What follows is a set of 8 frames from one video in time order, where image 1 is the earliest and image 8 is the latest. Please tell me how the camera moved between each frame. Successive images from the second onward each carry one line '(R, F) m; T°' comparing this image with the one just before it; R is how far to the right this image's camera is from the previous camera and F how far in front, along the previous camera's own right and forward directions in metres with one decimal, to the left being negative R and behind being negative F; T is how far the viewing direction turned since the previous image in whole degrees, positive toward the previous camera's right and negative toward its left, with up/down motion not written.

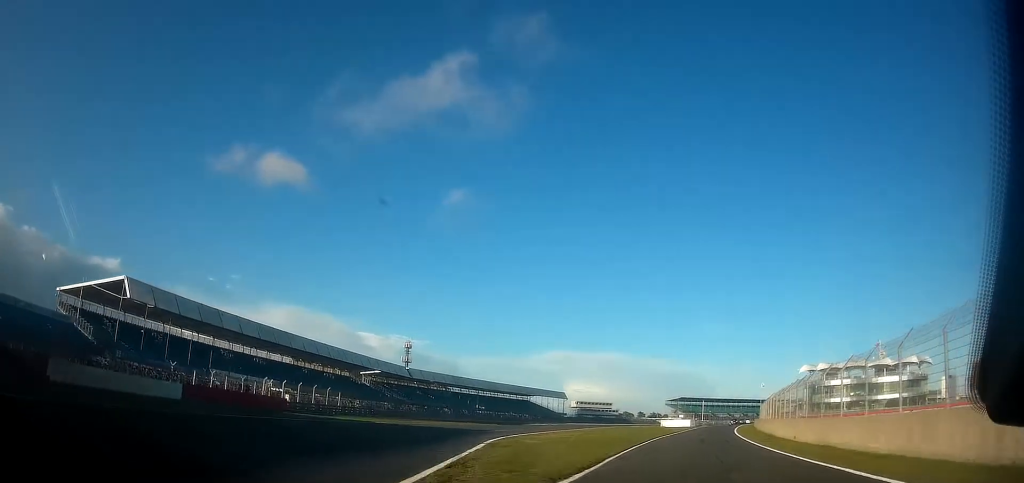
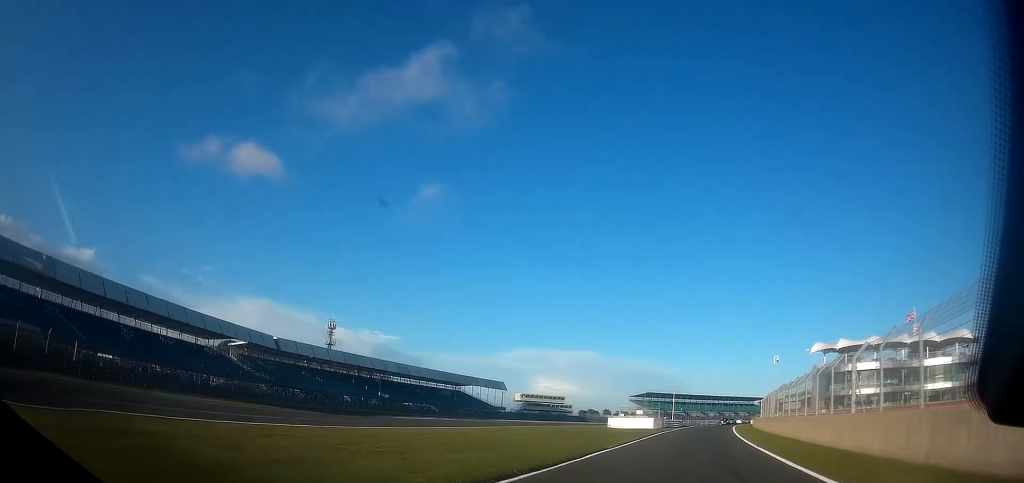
(+1.6, +39.0) m; +4°
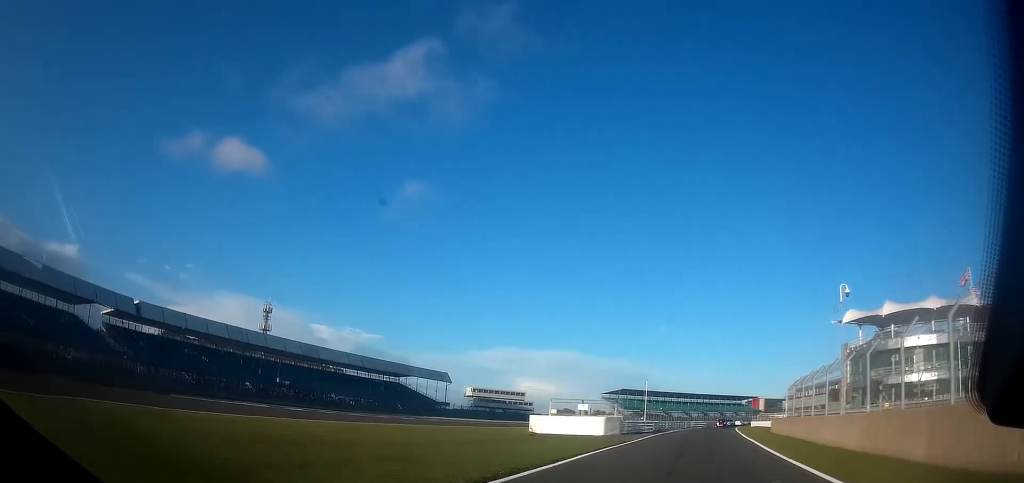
(+0.7, +29.1) m; +2°
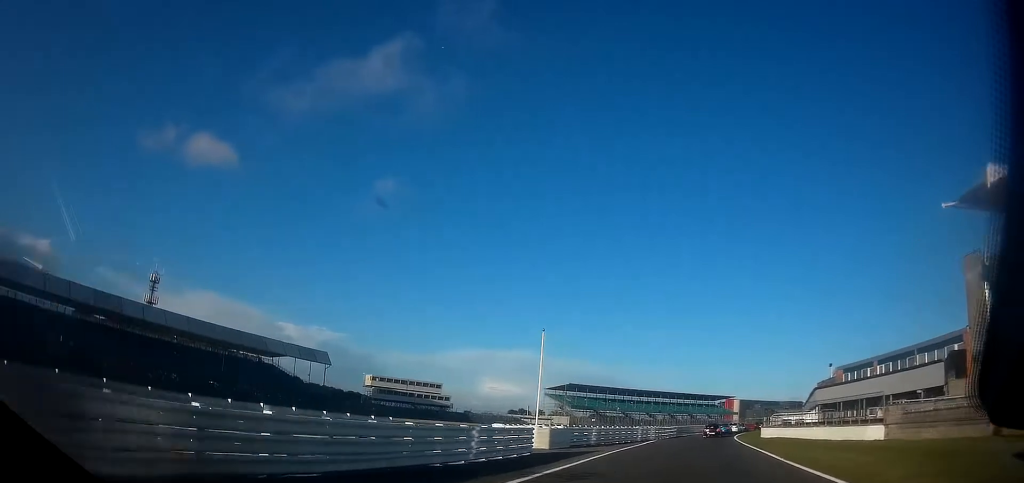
(+0.5, +37.6) m; +2°
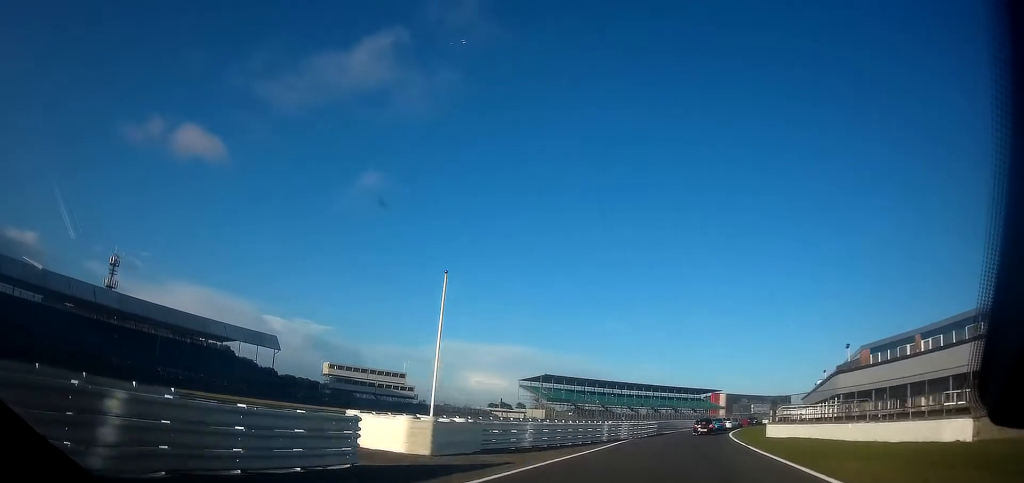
(+0.1, +10.5) m; +1°
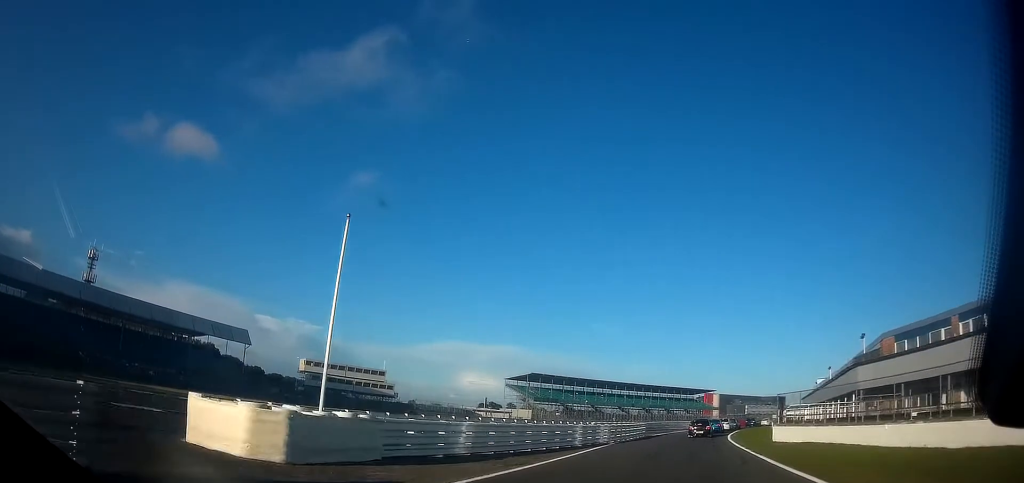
(0.0, +5.7) m; +1°
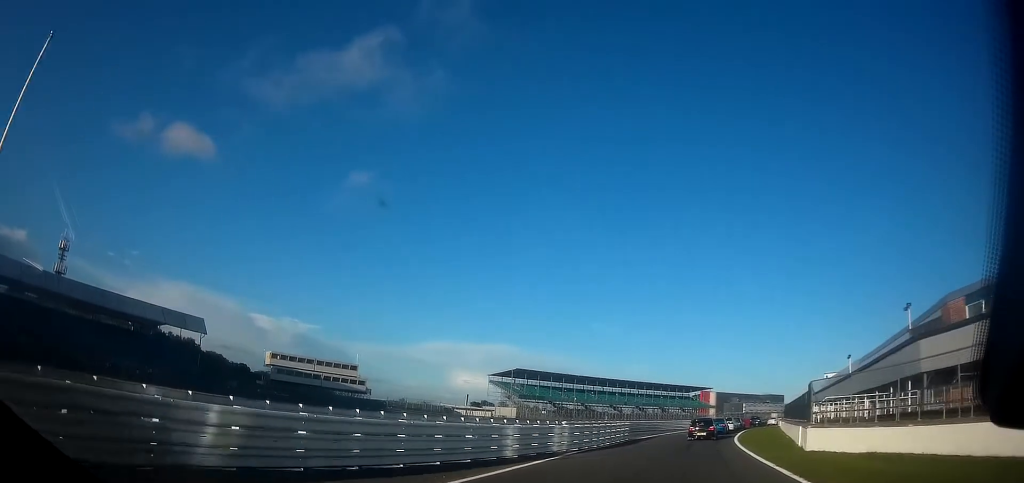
(+0.1, +8.8) m; +2°
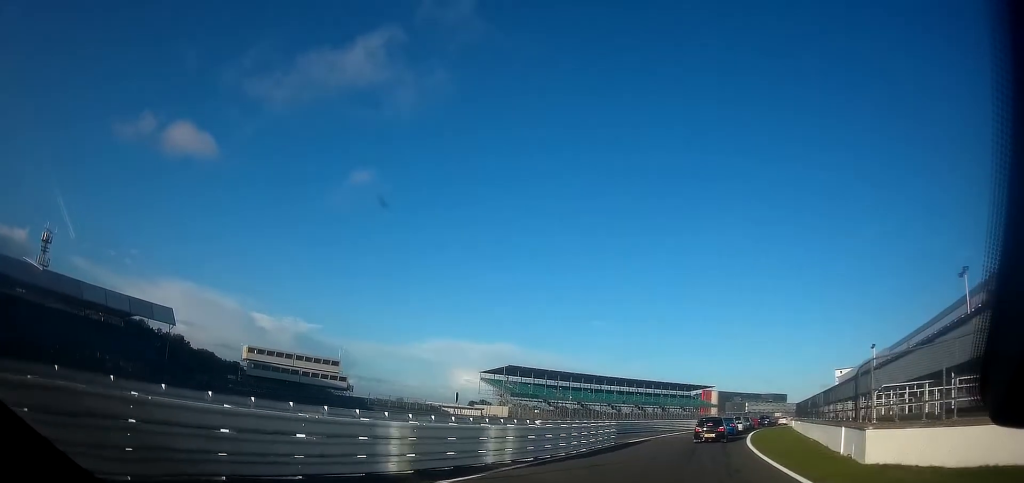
(0.0, +6.8) m; +2°
